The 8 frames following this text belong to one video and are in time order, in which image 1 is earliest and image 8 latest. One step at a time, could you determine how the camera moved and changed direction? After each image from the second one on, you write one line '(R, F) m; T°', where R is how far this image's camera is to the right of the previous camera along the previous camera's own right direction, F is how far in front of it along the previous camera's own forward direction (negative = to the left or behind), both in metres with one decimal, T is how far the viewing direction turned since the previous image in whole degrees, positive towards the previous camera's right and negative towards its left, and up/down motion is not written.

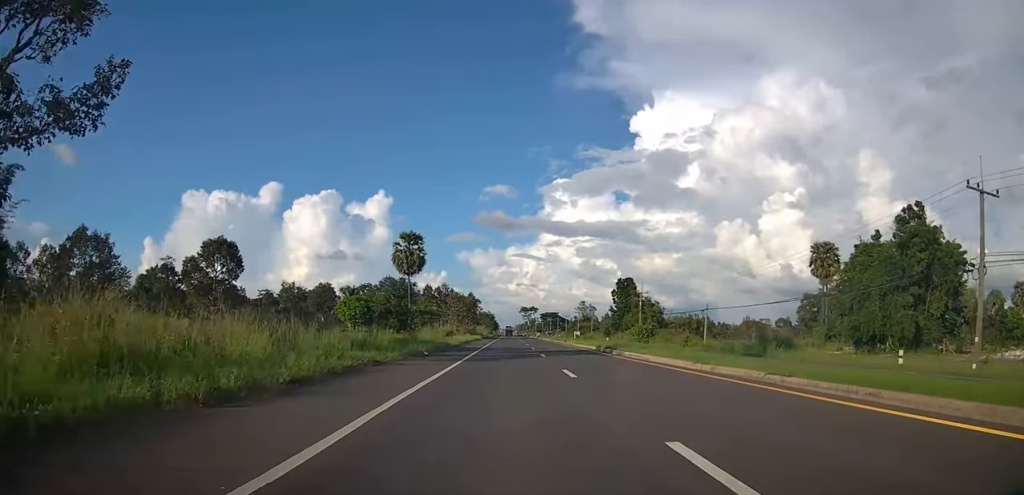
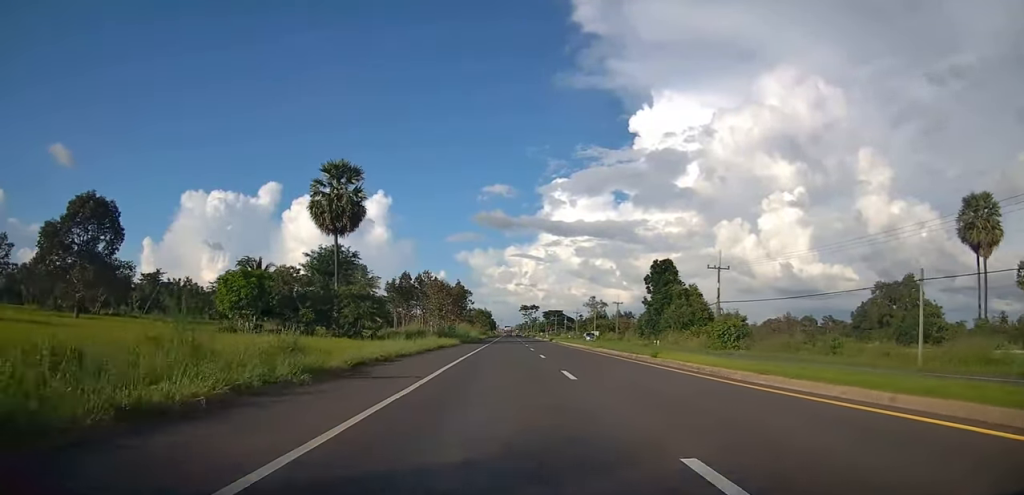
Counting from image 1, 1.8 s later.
(-1.0, +37.8) m; -1°
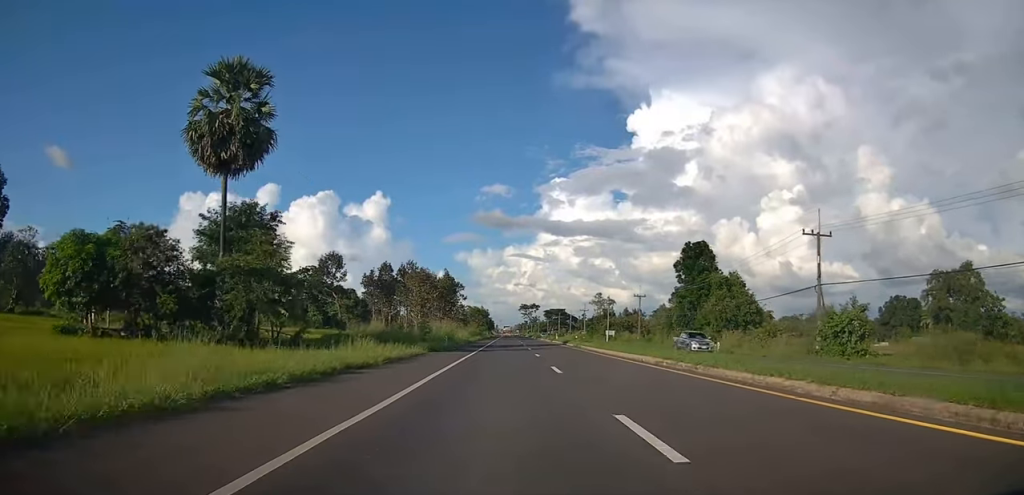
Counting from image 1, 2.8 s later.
(+0.6, +21.4) m; +2°
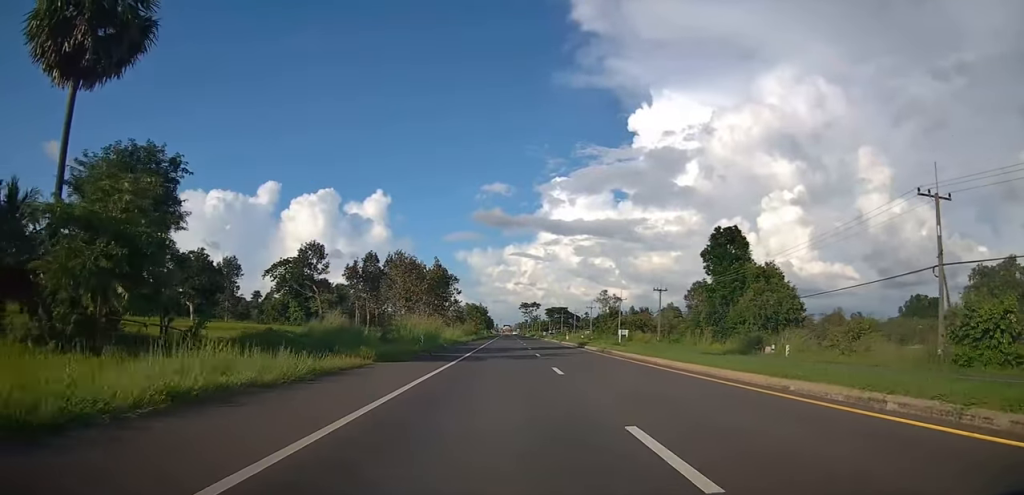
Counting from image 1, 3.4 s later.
(0.0, +13.2) m; 0°
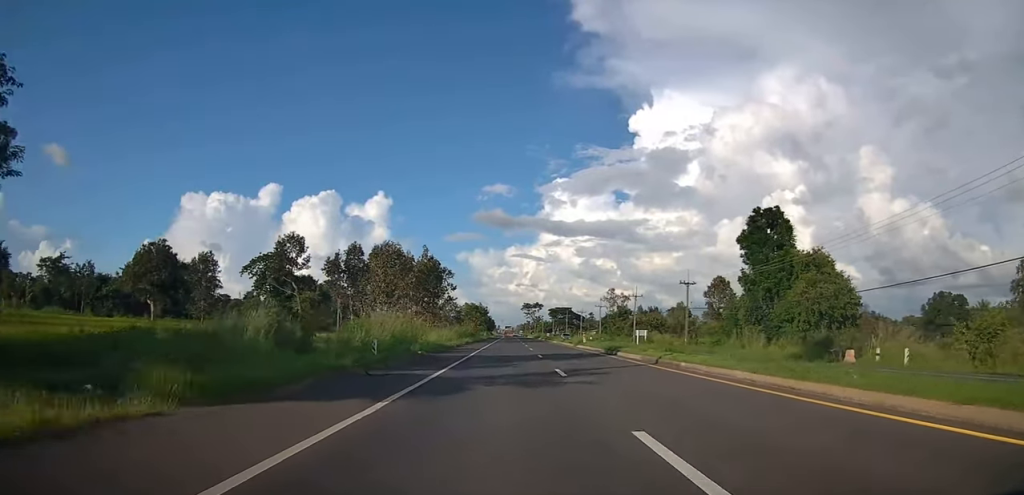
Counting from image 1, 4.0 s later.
(0.0, +12.3) m; -1°
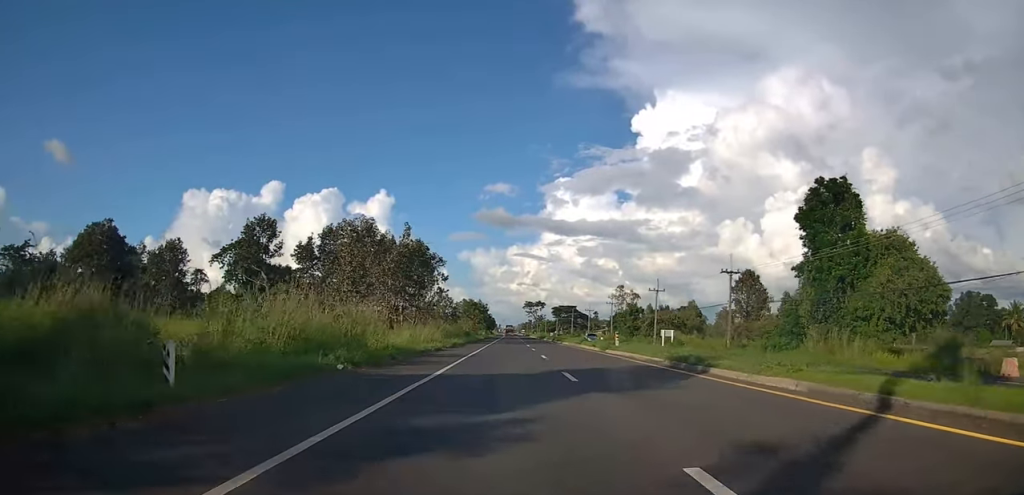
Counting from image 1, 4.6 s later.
(+0.1, +13.7) m; -1°
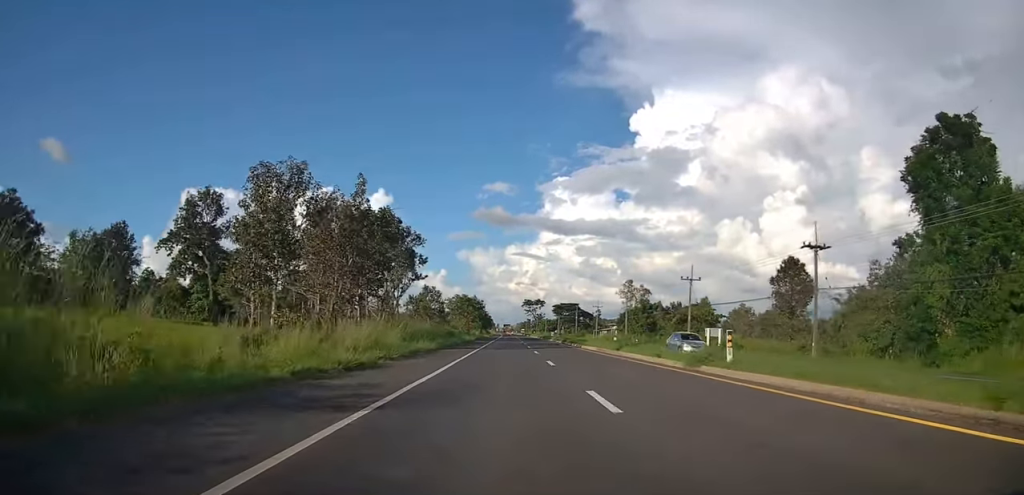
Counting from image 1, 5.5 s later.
(-0.7, +17.3) m; 0°
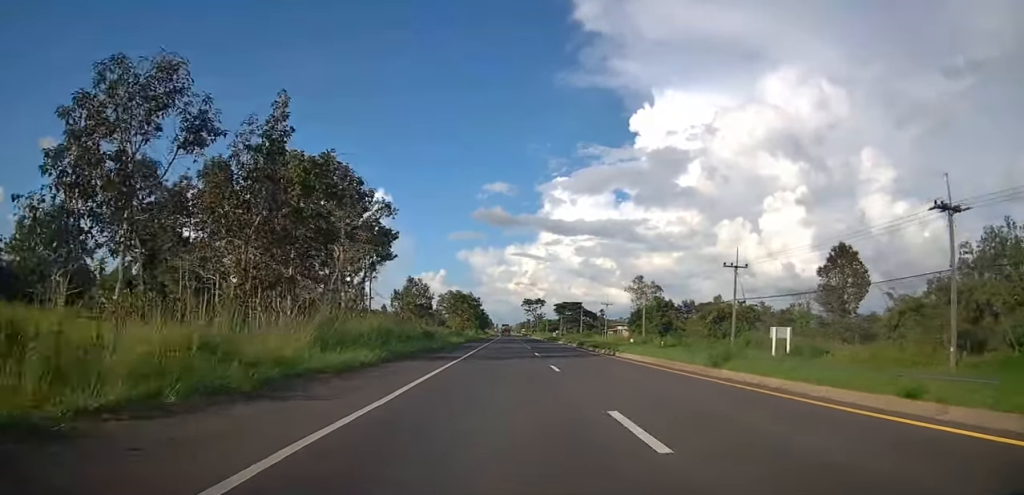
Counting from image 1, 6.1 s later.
(+0.4, +14.8) m; +1°
